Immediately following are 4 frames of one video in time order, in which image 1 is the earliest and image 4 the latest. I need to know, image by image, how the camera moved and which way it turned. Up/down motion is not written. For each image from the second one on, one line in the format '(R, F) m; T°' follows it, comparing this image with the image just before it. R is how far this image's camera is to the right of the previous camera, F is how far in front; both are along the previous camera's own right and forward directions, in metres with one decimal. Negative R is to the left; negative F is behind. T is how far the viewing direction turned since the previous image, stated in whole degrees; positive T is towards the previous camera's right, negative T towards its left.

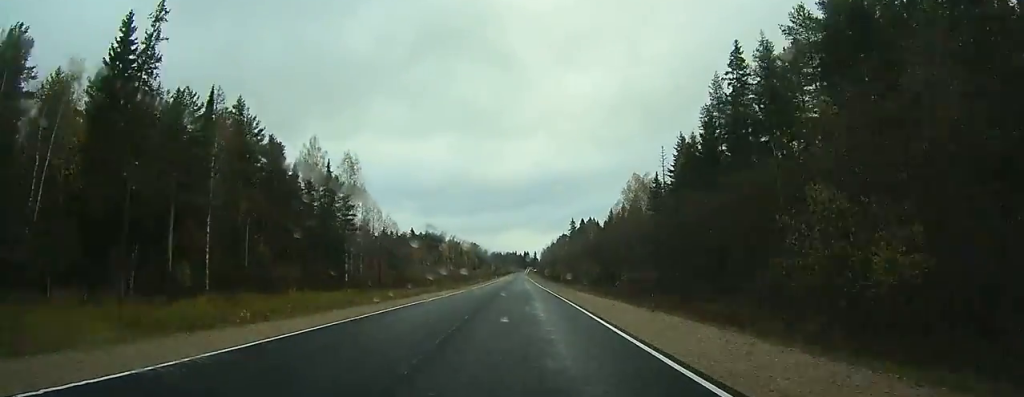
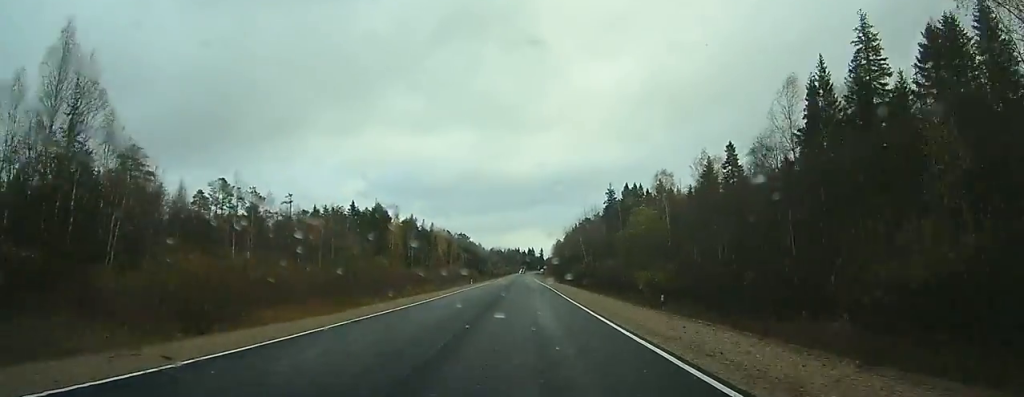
(-0.1, +102.8) m; 0°
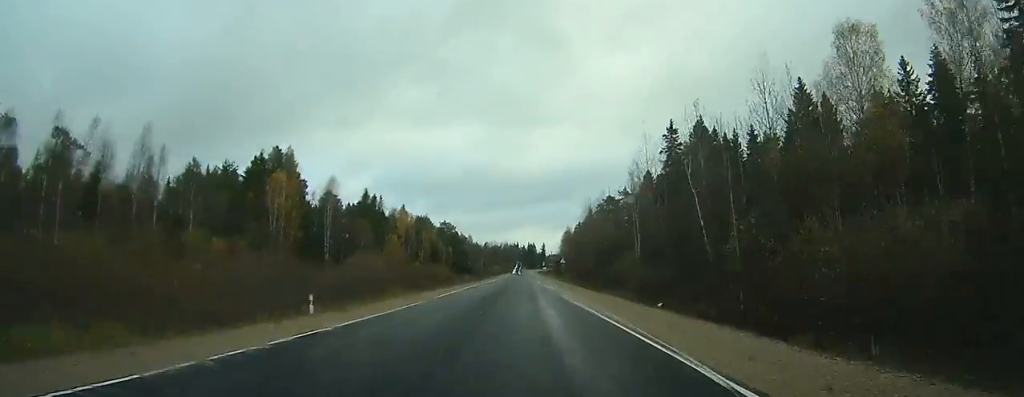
(-0.1, +67.0) m; 0°
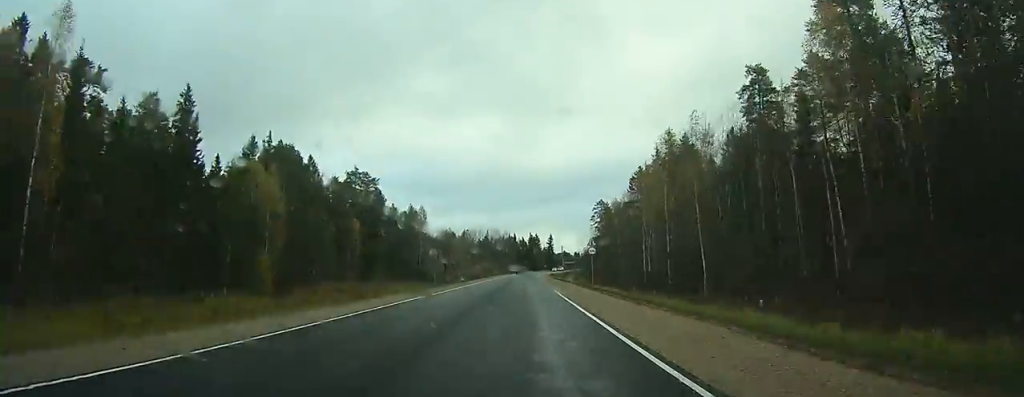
(+1.2, +139.4) m; +1°
